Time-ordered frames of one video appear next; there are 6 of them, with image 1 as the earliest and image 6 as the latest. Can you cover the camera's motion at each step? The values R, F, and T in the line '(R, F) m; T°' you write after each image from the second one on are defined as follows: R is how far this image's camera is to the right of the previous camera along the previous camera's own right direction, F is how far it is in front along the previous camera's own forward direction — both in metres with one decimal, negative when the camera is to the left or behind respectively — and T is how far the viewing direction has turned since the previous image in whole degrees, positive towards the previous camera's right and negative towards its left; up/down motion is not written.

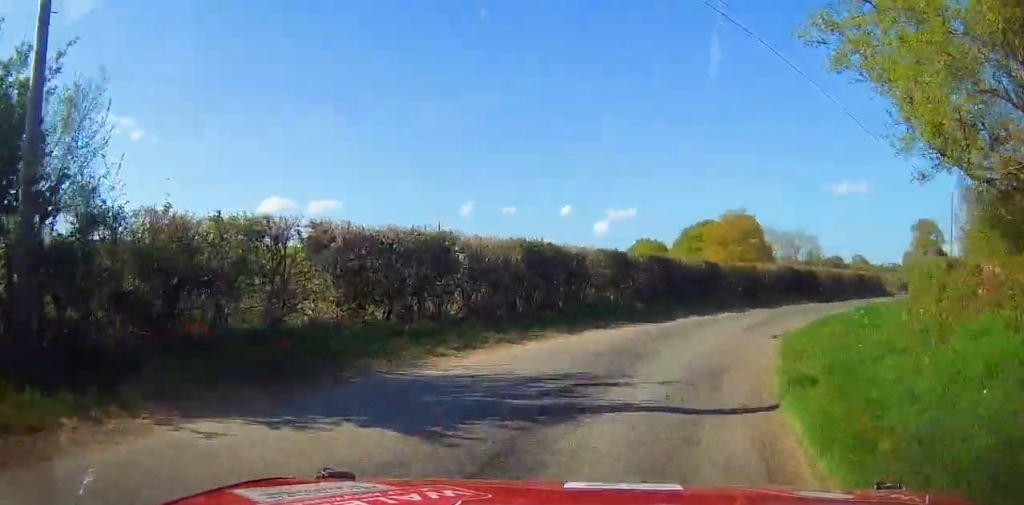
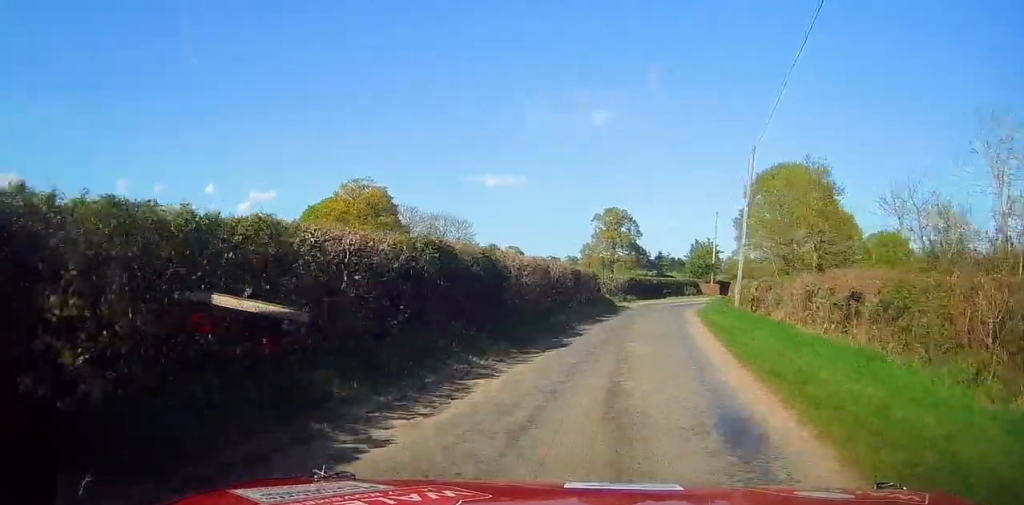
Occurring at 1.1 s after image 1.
(+4.6, +18.4) m; +27°
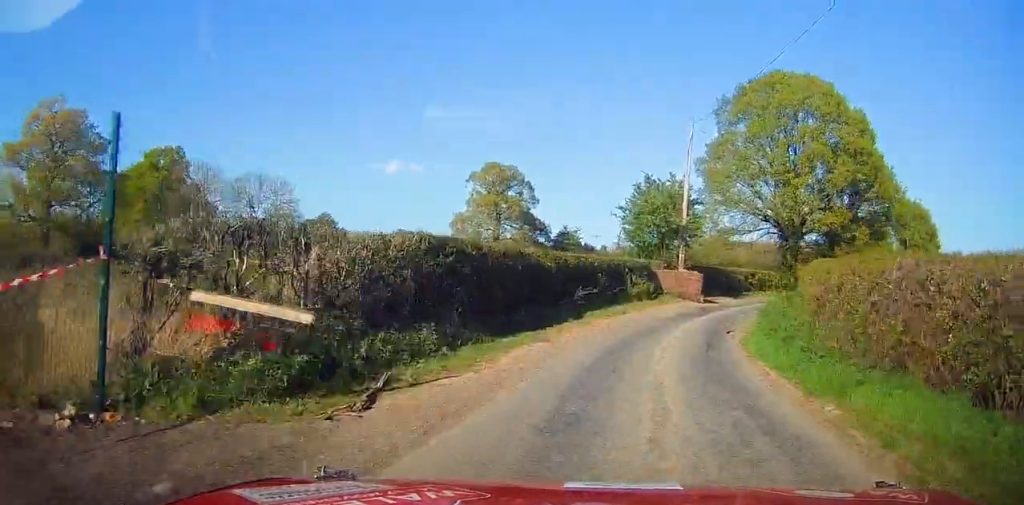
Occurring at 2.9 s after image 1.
(+6.7, +33.4) m; +18°
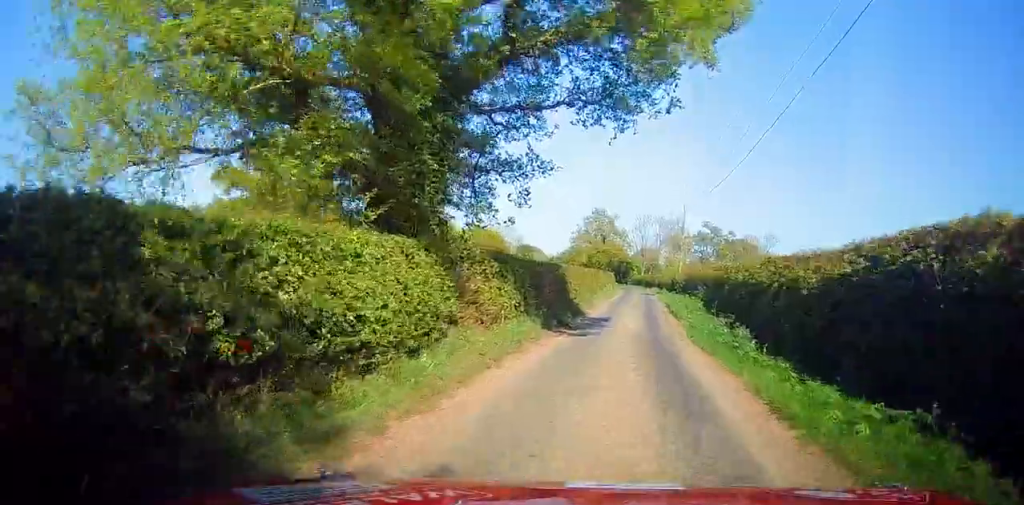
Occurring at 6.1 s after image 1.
(+26.0, +61.6) m; +39°
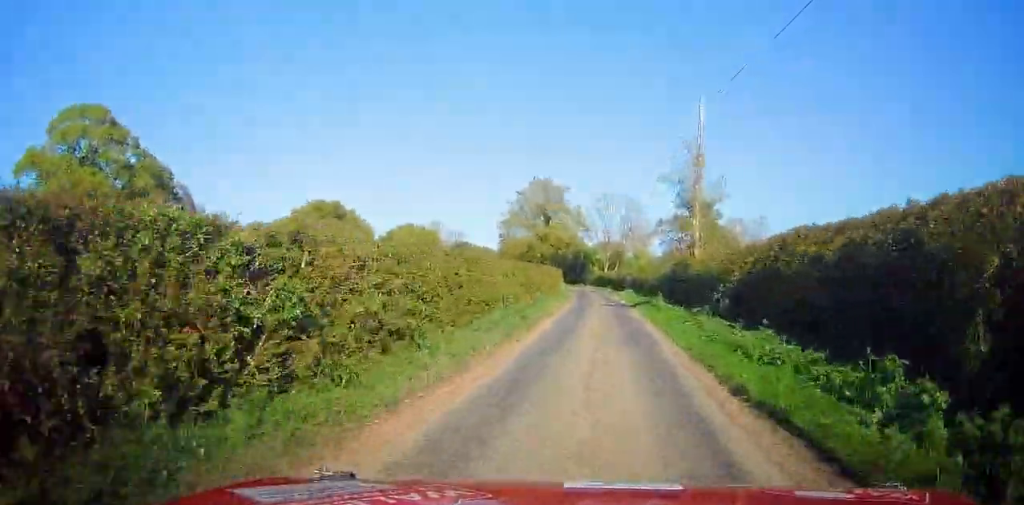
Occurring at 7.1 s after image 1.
(+2.5, +24.5) m; +7°
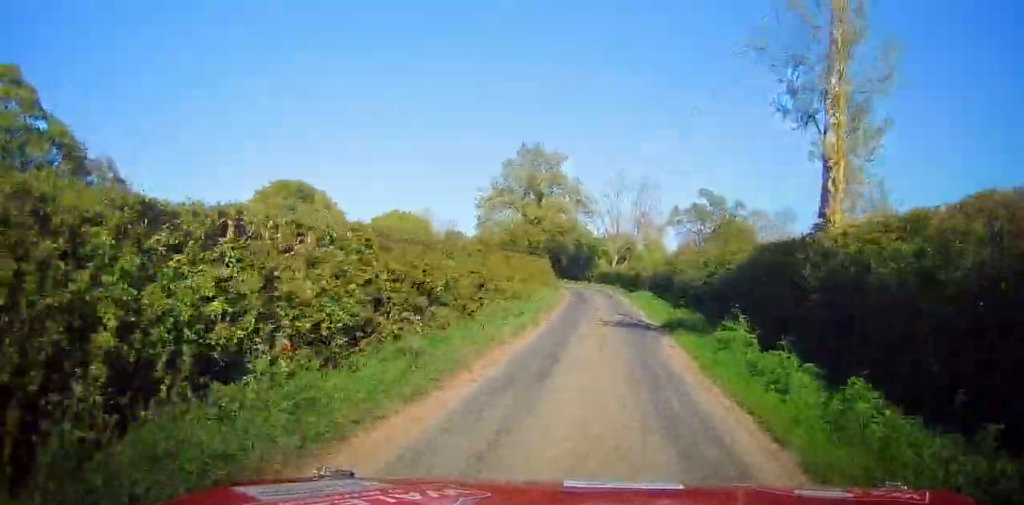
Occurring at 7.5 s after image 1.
(+0.2, +12.9) m; 0°
